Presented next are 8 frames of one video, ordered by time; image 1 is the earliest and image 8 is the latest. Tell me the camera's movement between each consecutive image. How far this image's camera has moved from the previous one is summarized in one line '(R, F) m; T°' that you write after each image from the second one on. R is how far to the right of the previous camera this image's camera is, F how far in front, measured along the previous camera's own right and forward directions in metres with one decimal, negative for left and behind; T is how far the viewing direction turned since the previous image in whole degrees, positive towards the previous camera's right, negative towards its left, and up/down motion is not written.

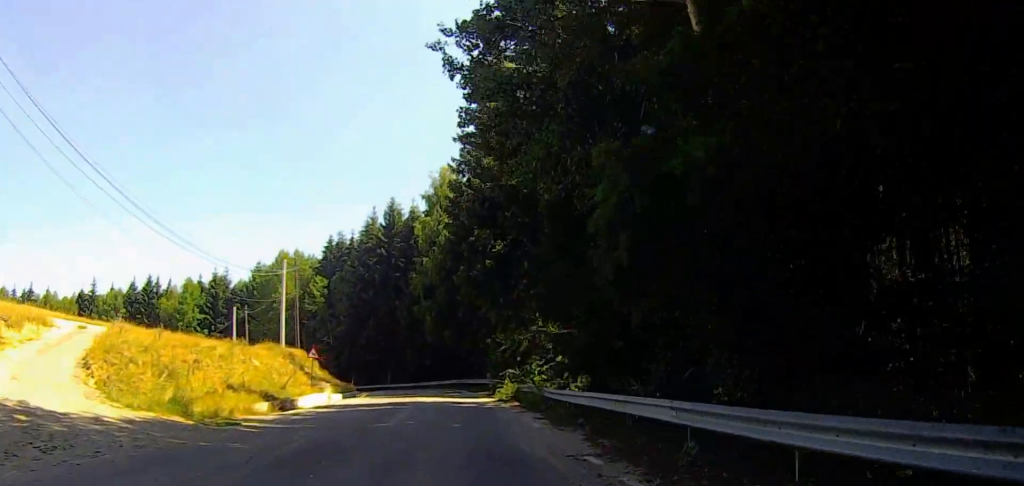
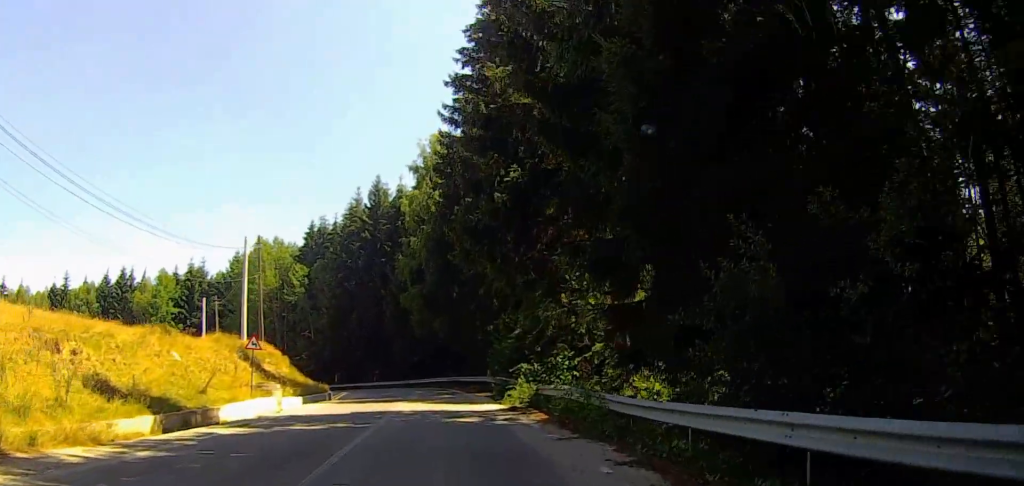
(+0.5, +9.3) m; +4°
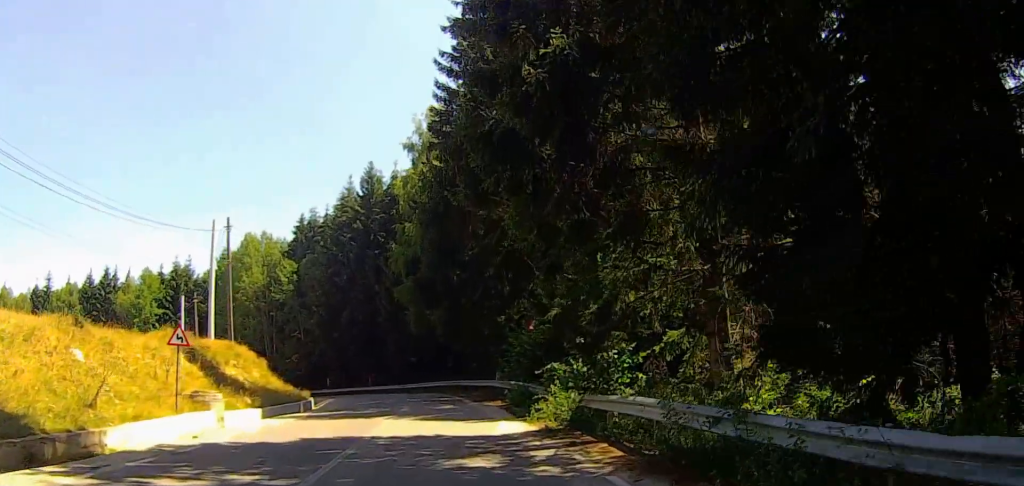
(+0.1, +7.4) m; +1°
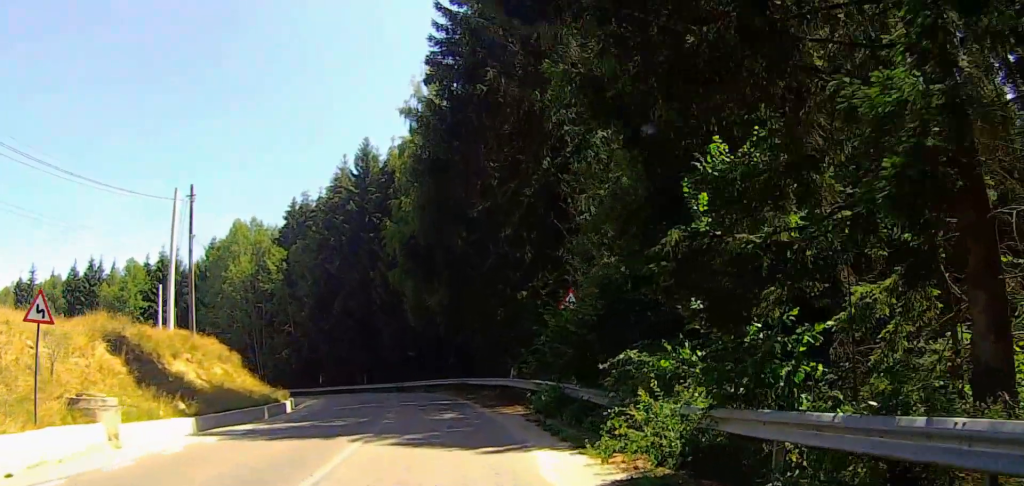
(0.0, +7.1) m; -1°
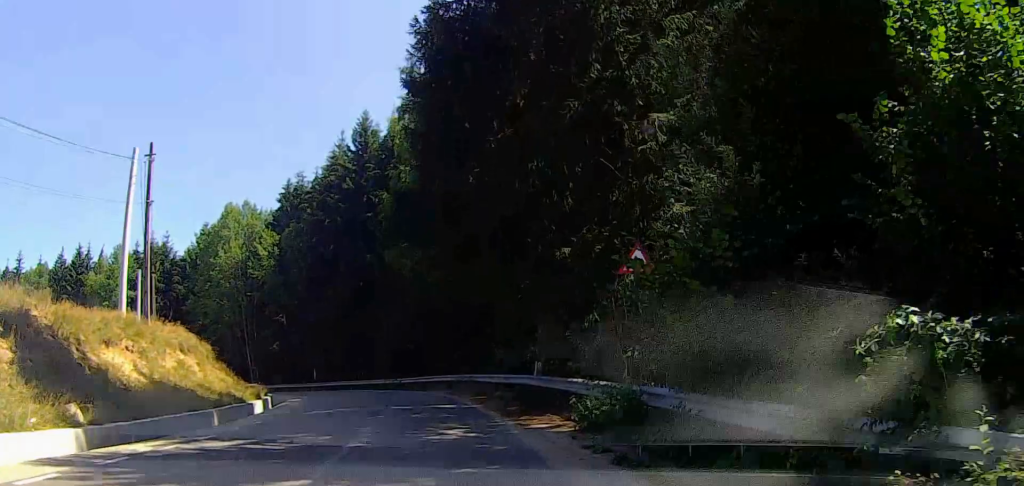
(+0.1, +6.3) m; -1°
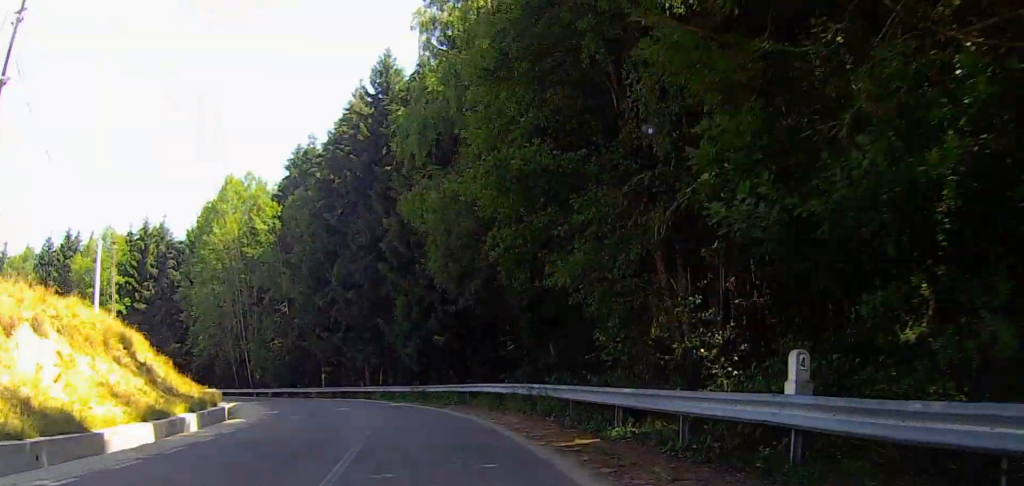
(-0.6, +14.7) m; -3°
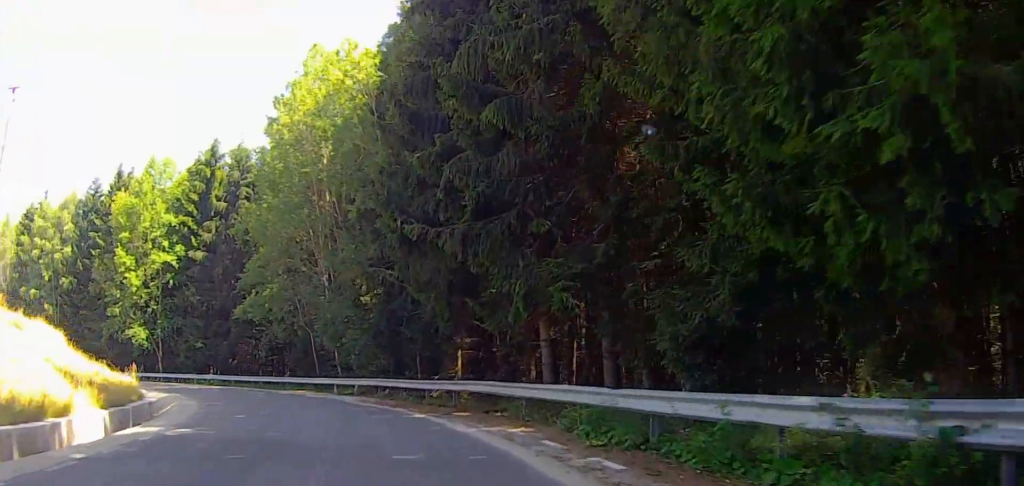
(-2.8, +29.7) m; -18°
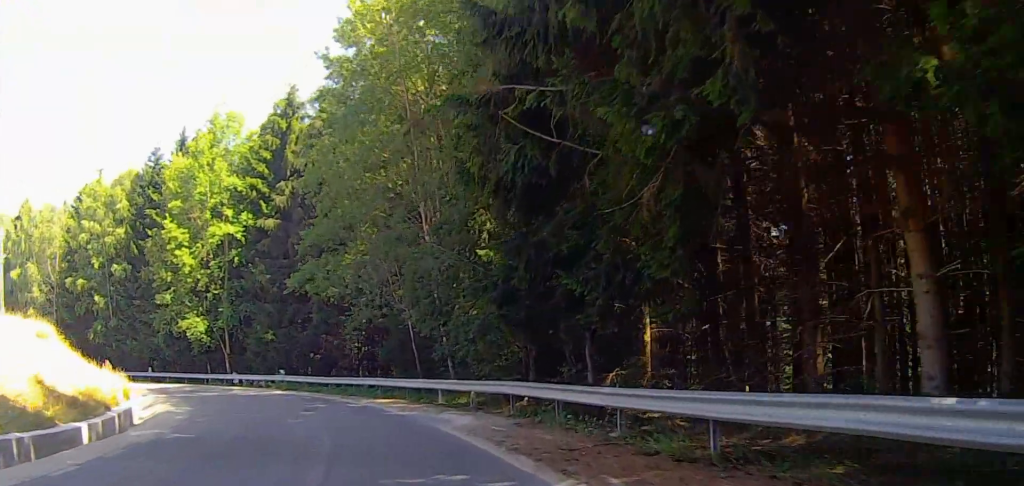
(-1.7, +13.6) m; -8°
